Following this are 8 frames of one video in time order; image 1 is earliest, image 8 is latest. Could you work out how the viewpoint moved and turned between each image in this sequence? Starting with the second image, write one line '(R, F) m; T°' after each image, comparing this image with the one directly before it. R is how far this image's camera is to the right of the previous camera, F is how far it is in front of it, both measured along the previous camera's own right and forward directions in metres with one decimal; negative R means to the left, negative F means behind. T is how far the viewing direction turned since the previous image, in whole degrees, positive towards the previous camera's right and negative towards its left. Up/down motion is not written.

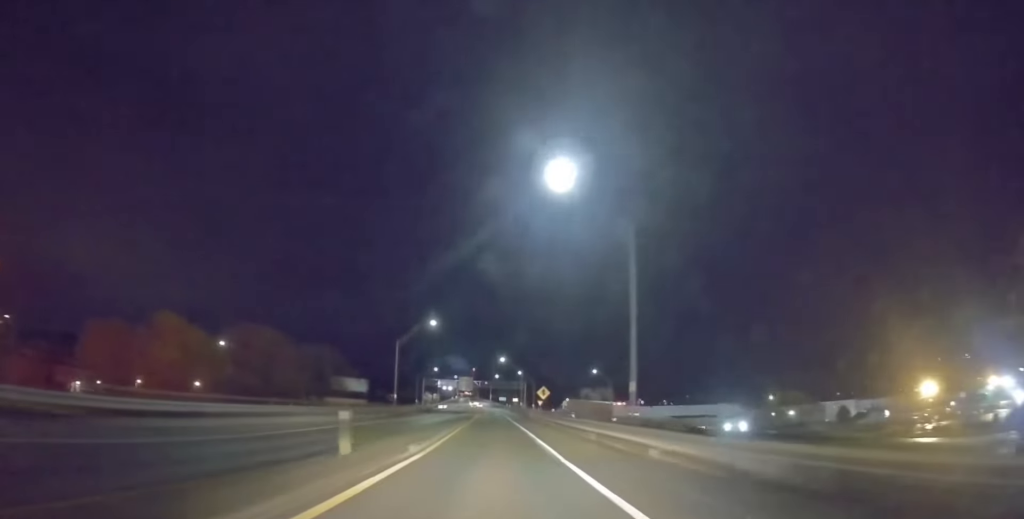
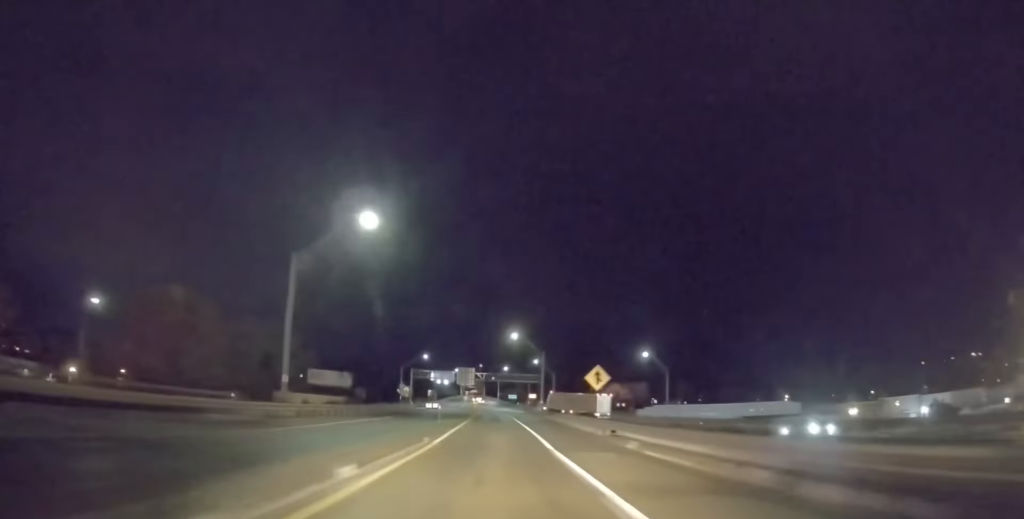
(-0.8, +37.9) m; -2°
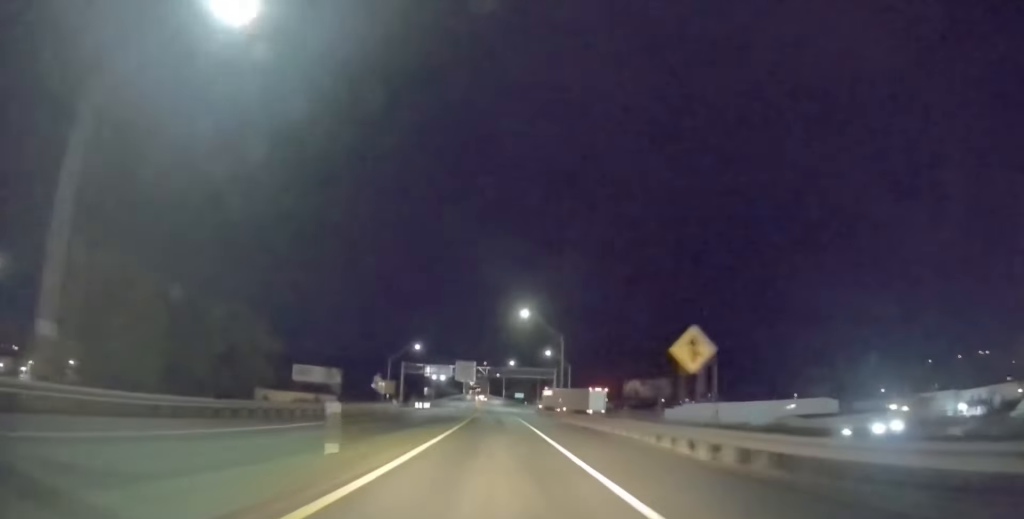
(0.0, +18.5) m; 0°
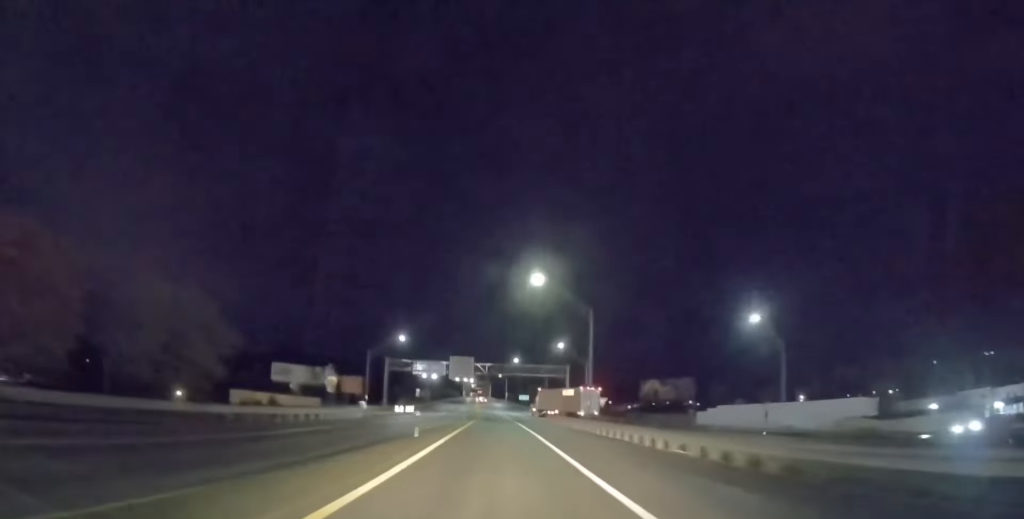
(0.0, +18.5) m; +1°
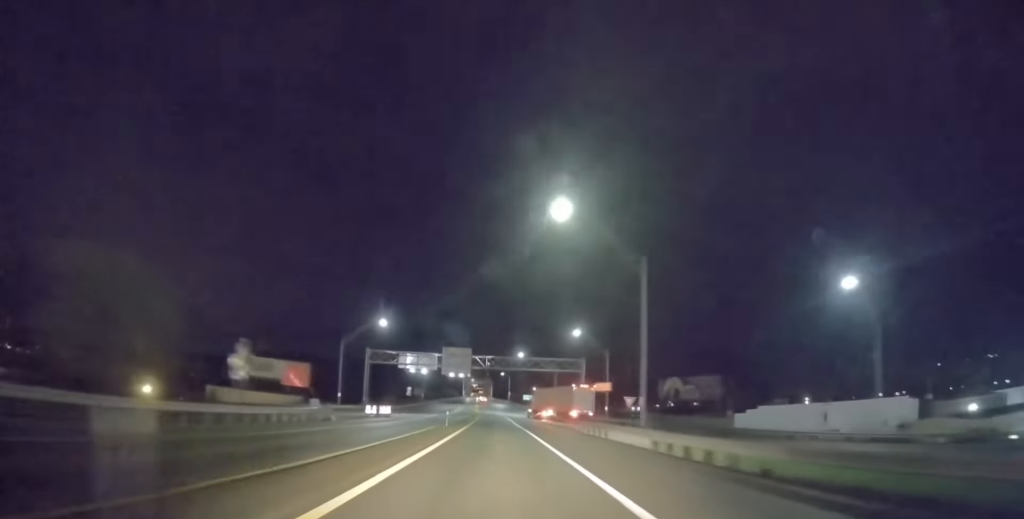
(0.0, +15.5) m; 0°
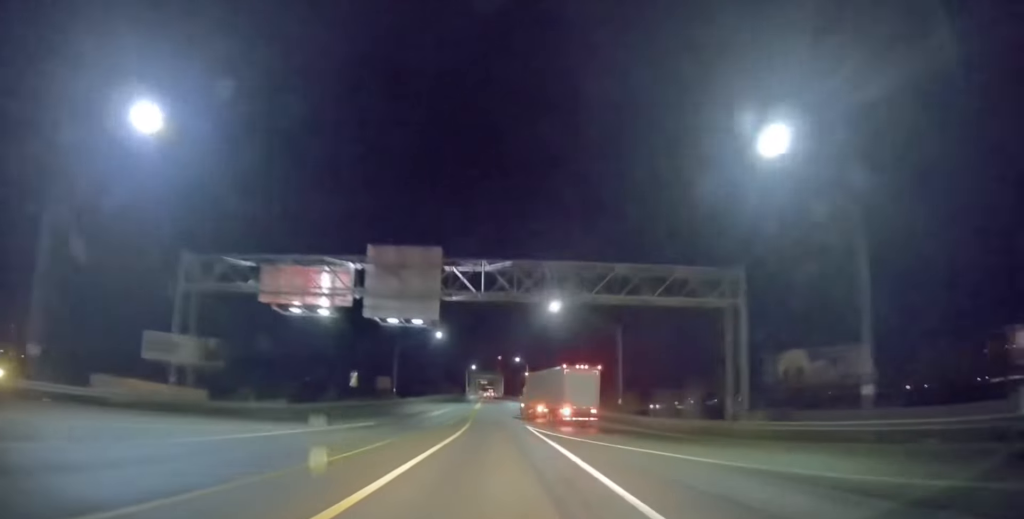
(-1.6, +50.6) m; -3°
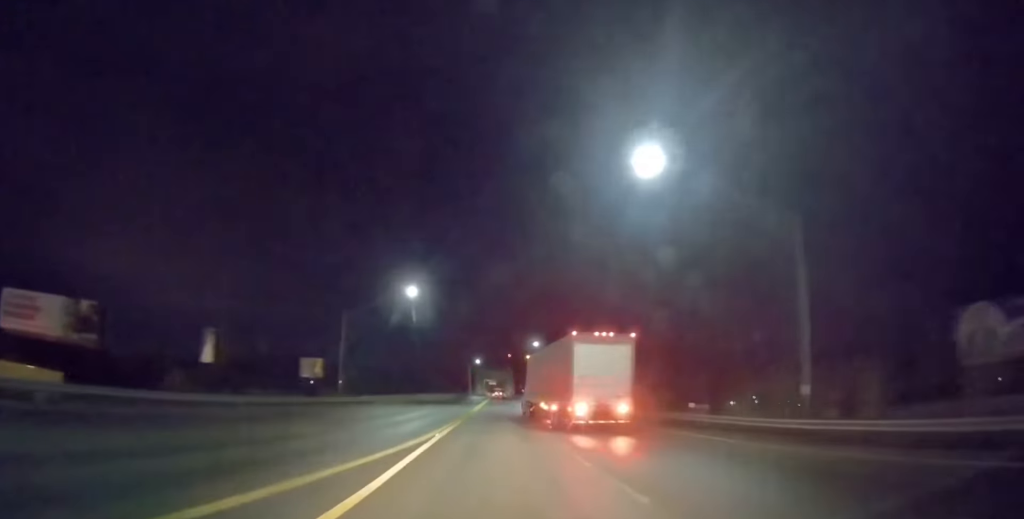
(+0.7, +35.1) m; +1°
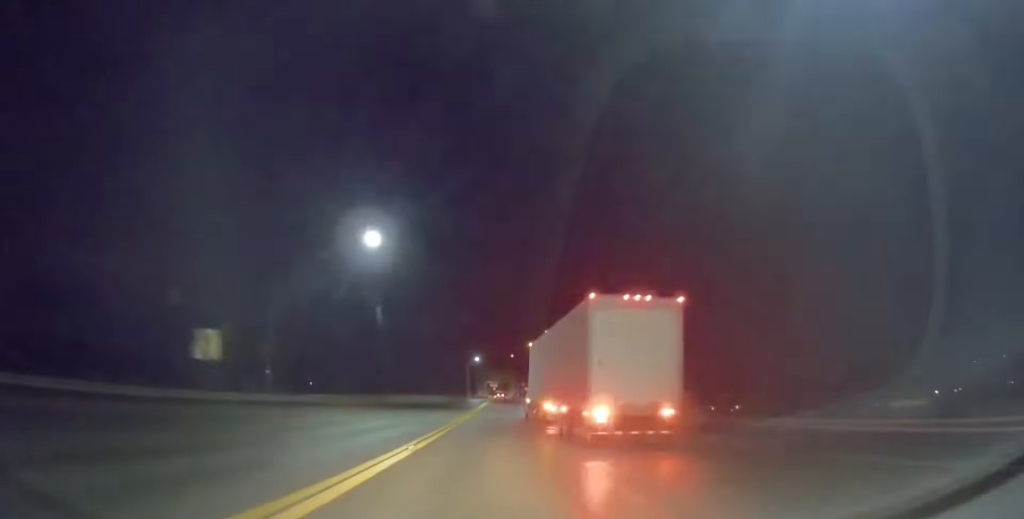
(0.0, +18.4) m; -1°
